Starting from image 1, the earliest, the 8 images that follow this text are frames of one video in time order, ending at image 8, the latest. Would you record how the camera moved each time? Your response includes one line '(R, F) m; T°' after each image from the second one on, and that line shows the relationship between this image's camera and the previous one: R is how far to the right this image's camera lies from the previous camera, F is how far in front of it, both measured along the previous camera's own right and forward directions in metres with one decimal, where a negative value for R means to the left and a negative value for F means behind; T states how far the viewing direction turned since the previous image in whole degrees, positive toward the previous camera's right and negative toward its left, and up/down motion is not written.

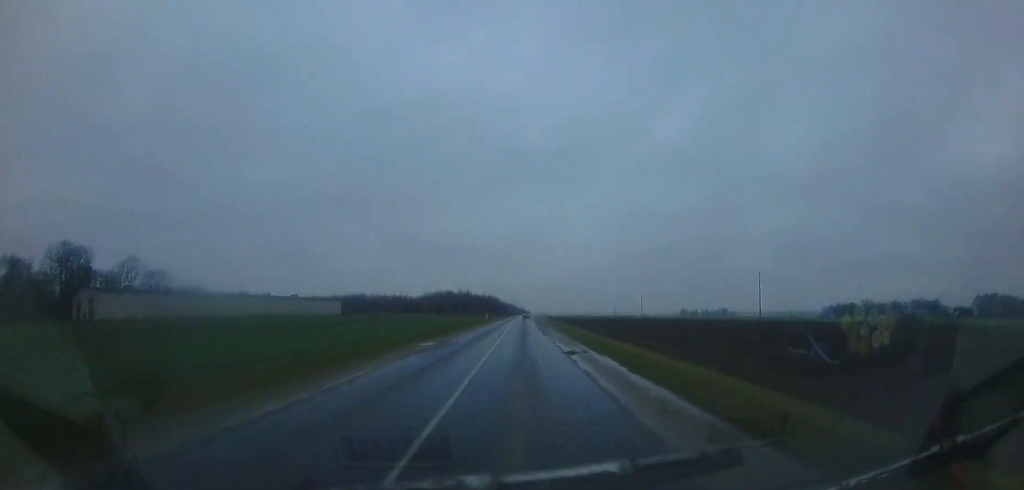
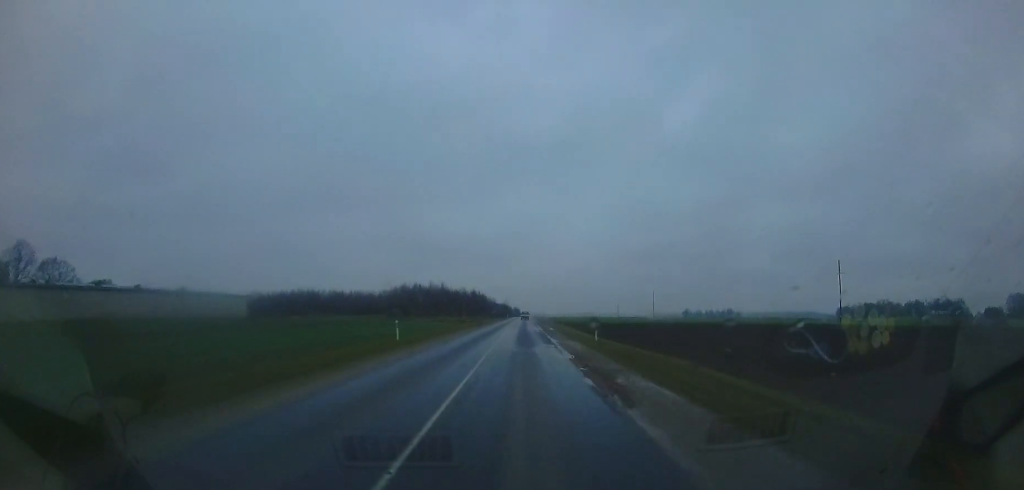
(+0.7, +44.9) m; +2°
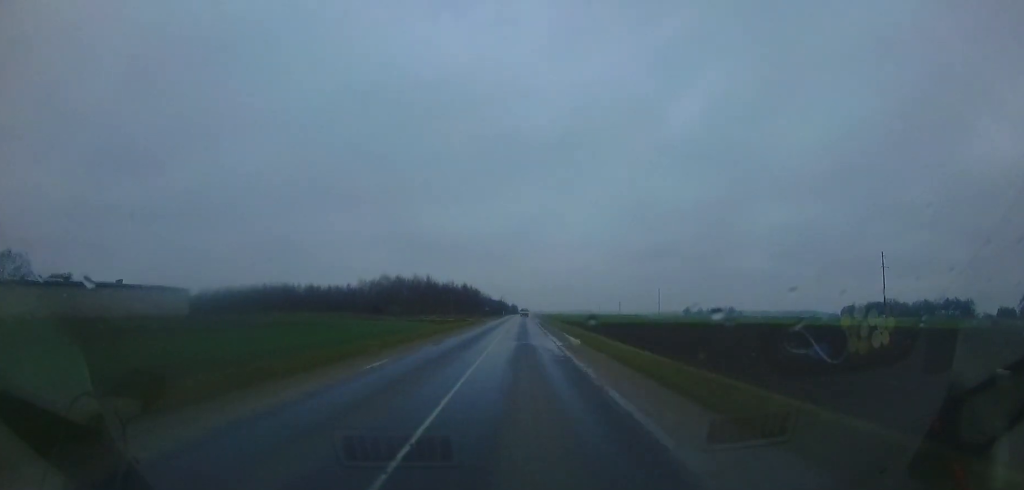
(+0.1, +17.3) m; 0°
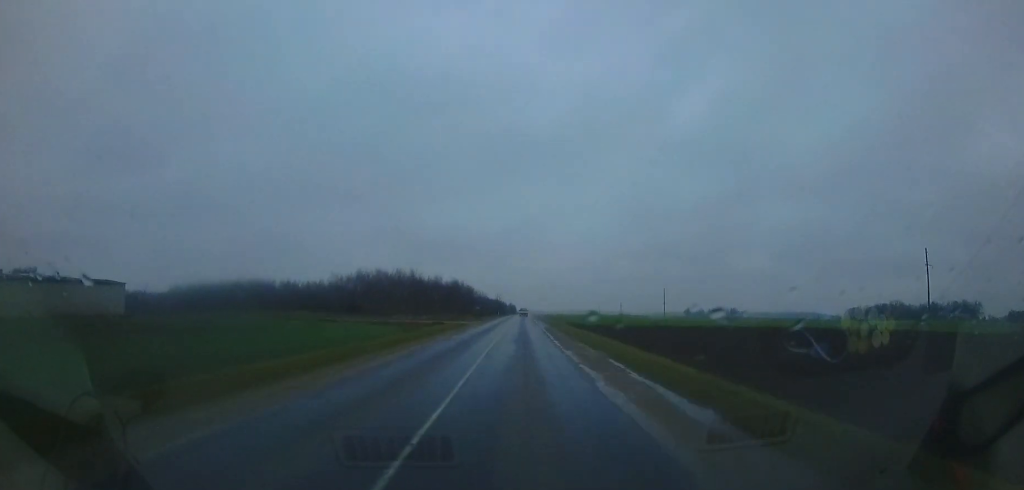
(-0.1, +14.8) m; 0°
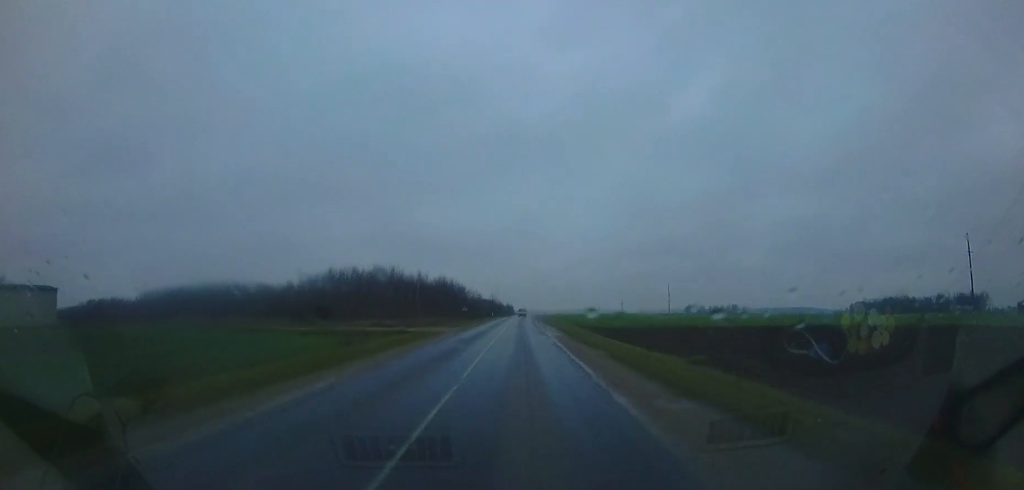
(0.0, +13.0) m; 0°
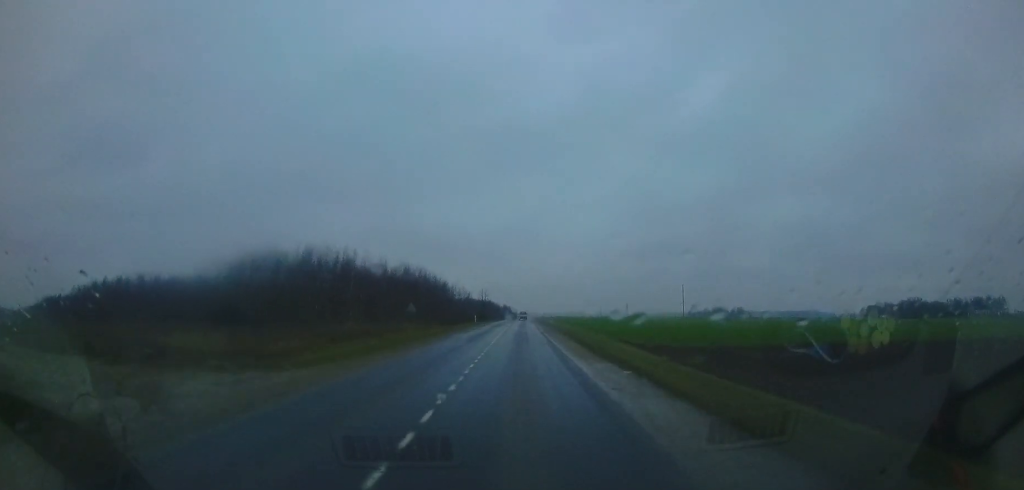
(+0.3, +26.3) m; 0°
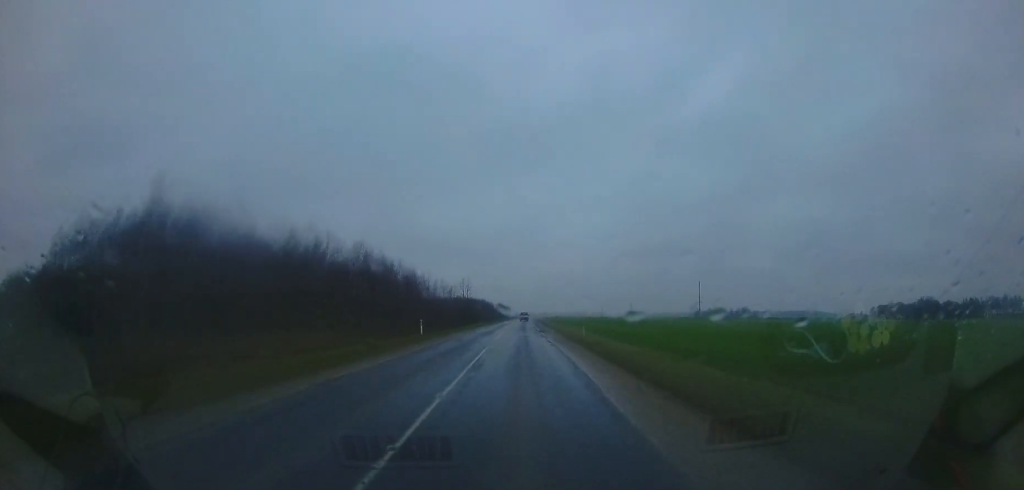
(-0.3, +25.6) m; 0°
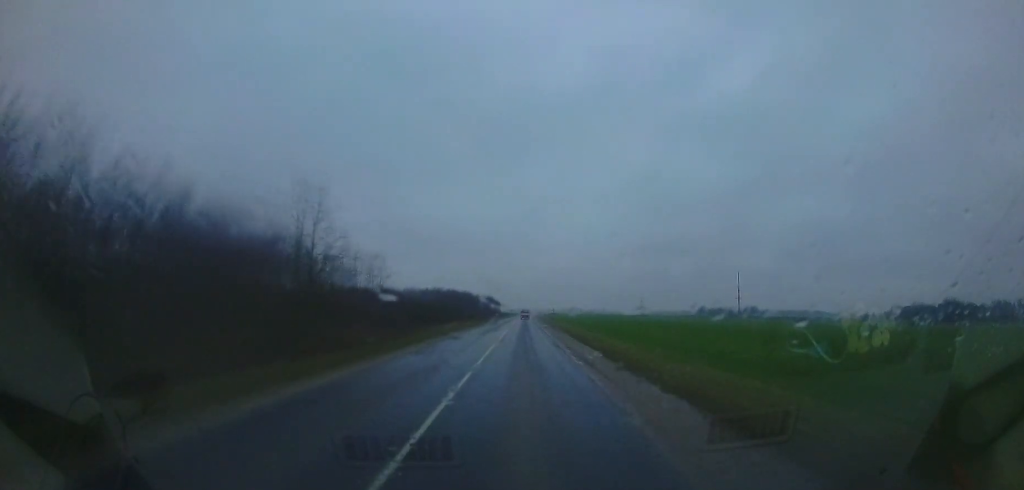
(+0.8, +45.4) m; +1°
